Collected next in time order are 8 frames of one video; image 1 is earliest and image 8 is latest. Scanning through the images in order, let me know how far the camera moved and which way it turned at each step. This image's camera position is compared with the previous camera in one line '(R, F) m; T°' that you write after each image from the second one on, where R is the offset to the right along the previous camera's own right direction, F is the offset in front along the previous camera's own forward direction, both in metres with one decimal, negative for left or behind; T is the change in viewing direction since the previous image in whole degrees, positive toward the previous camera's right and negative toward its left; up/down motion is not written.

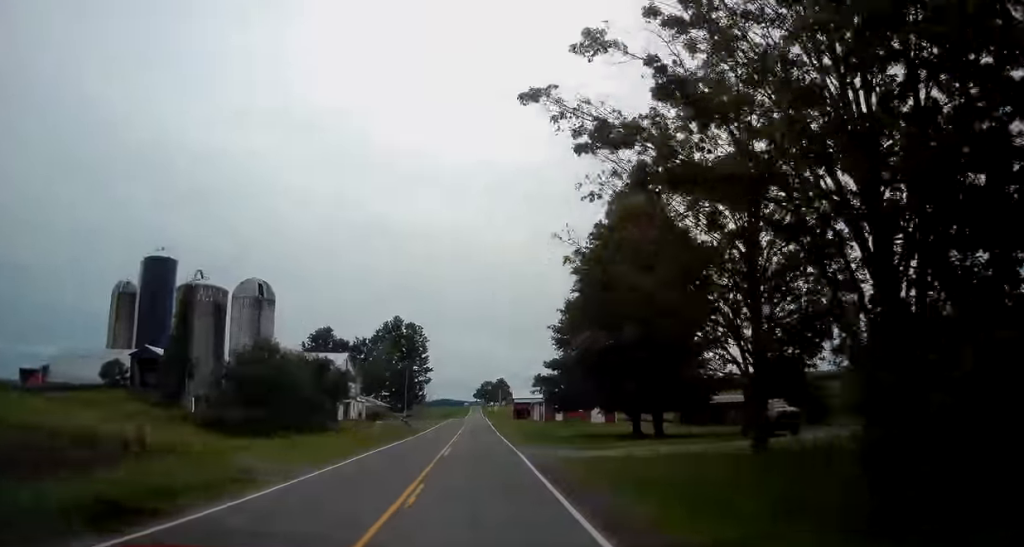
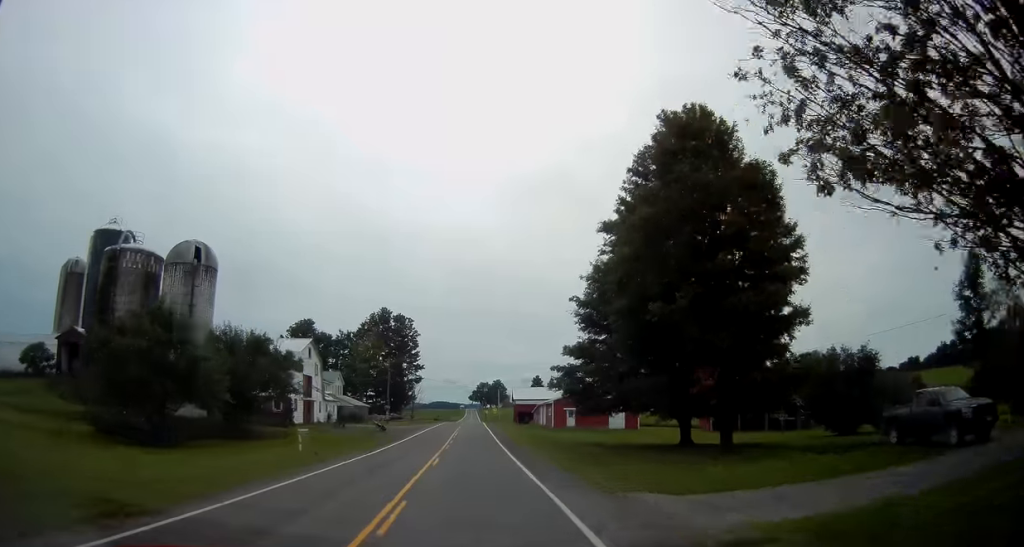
(0.0, +15.1) m; 0°
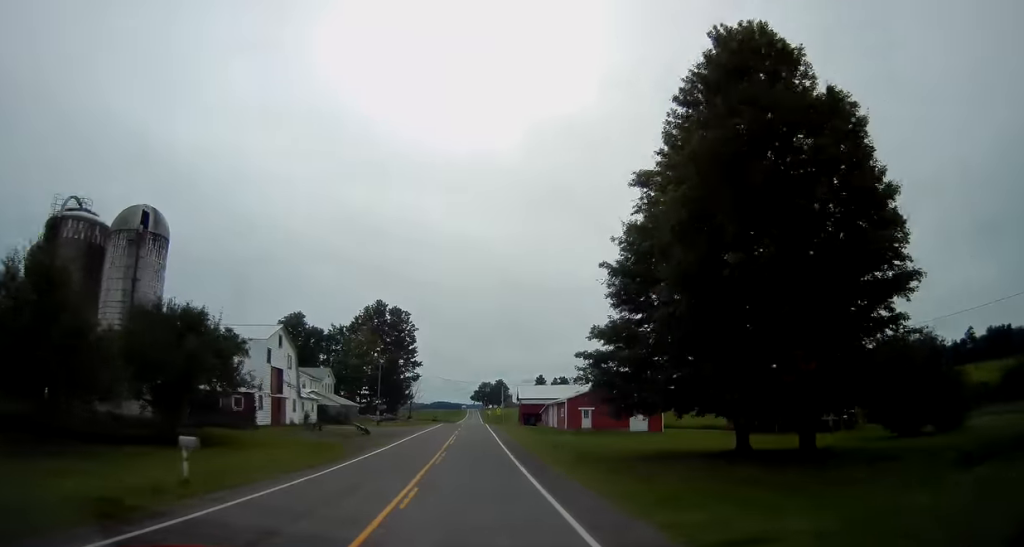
(0.0, +9.5) m; 0°
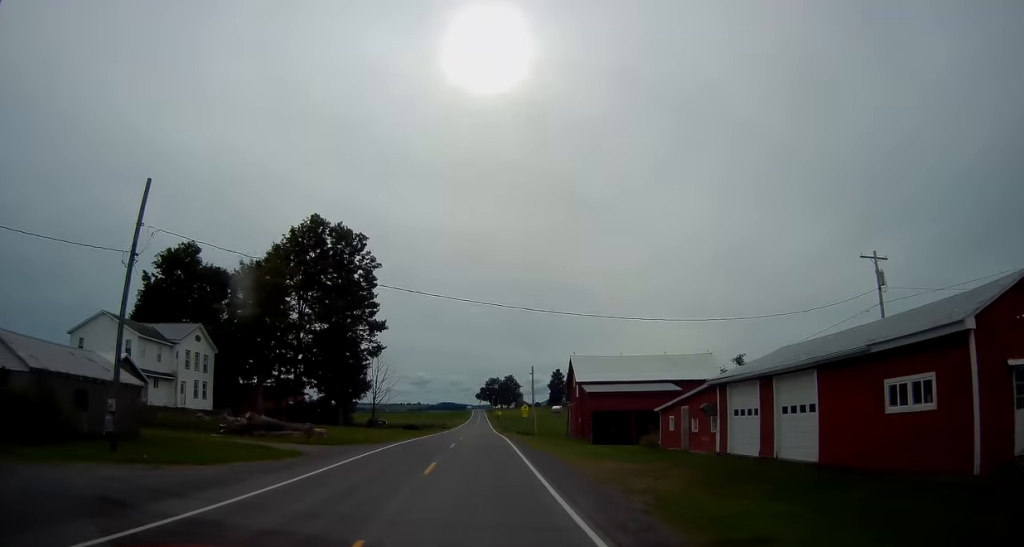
(-0.4, +55.9) m; 0°
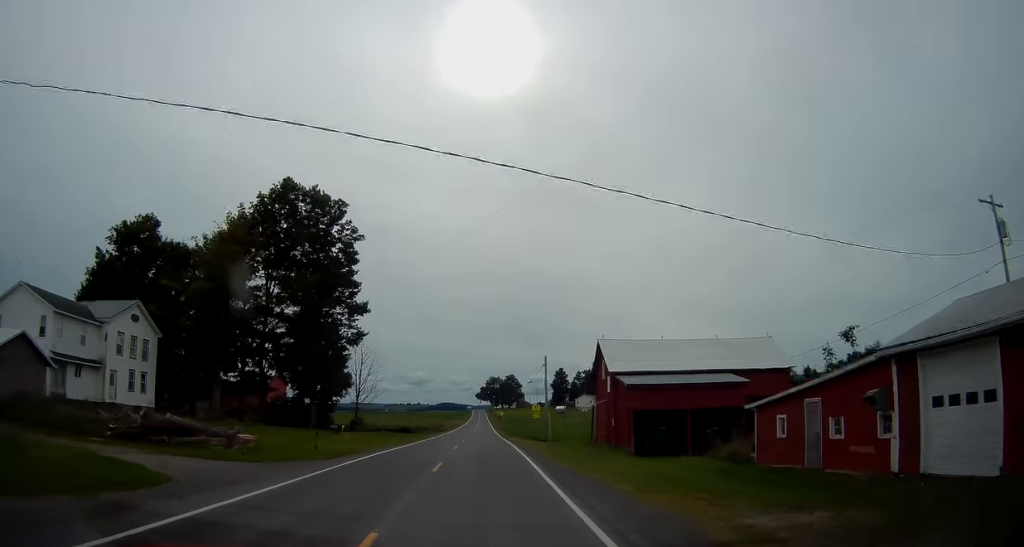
(+0.1, +12.0) m; 0°
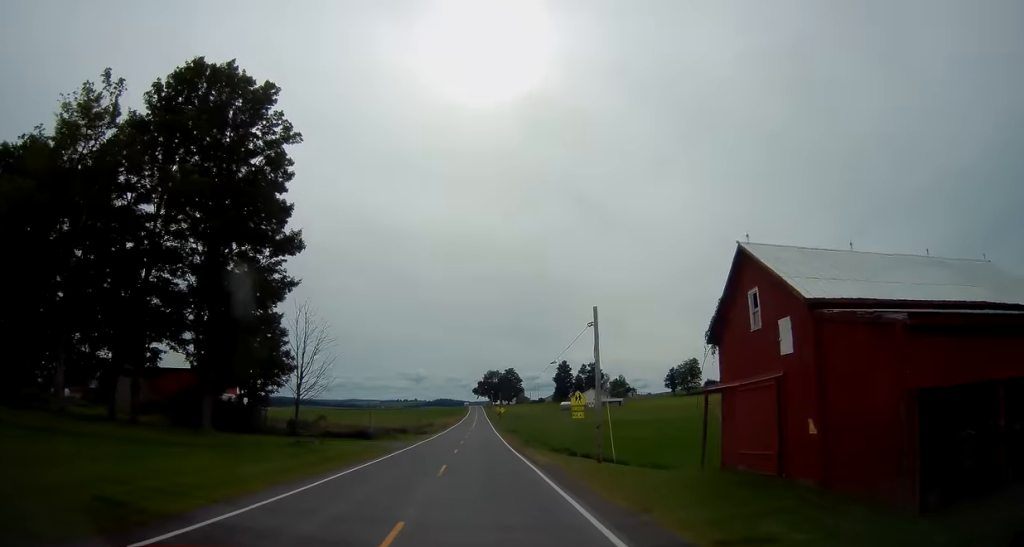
(+0.1, +23.1) m; 0°
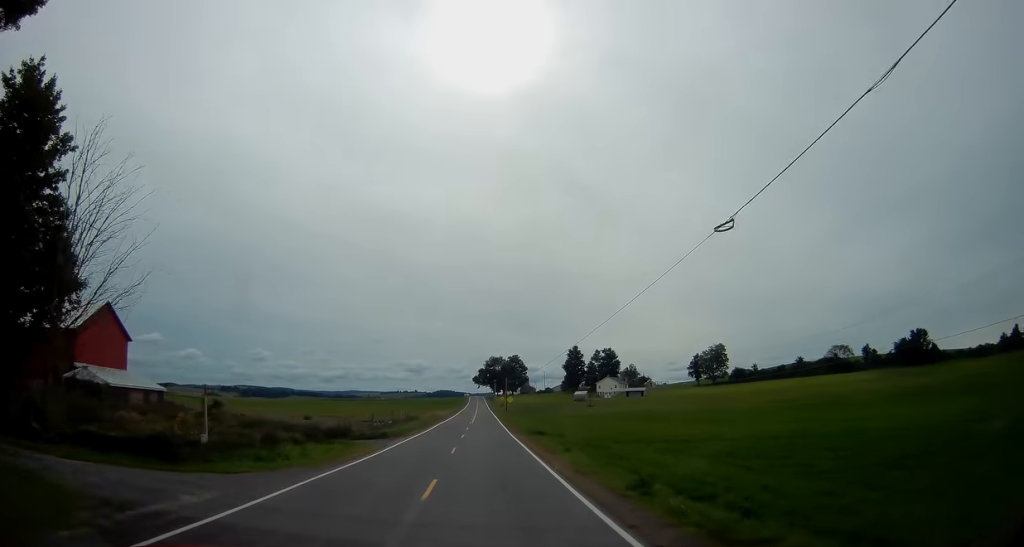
(+0.1, +31.6) m; 0°
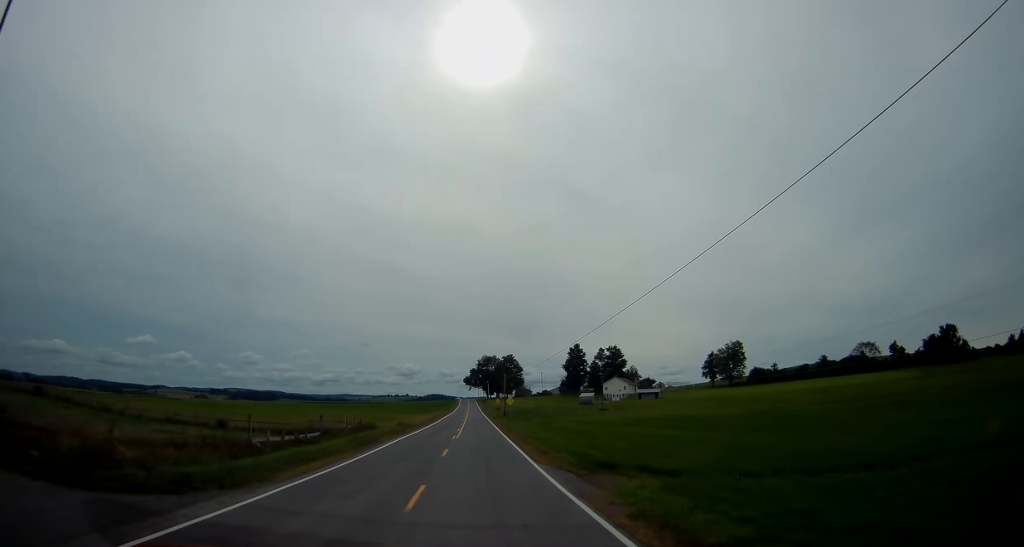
(-0.3, +25.8) m; 0°
